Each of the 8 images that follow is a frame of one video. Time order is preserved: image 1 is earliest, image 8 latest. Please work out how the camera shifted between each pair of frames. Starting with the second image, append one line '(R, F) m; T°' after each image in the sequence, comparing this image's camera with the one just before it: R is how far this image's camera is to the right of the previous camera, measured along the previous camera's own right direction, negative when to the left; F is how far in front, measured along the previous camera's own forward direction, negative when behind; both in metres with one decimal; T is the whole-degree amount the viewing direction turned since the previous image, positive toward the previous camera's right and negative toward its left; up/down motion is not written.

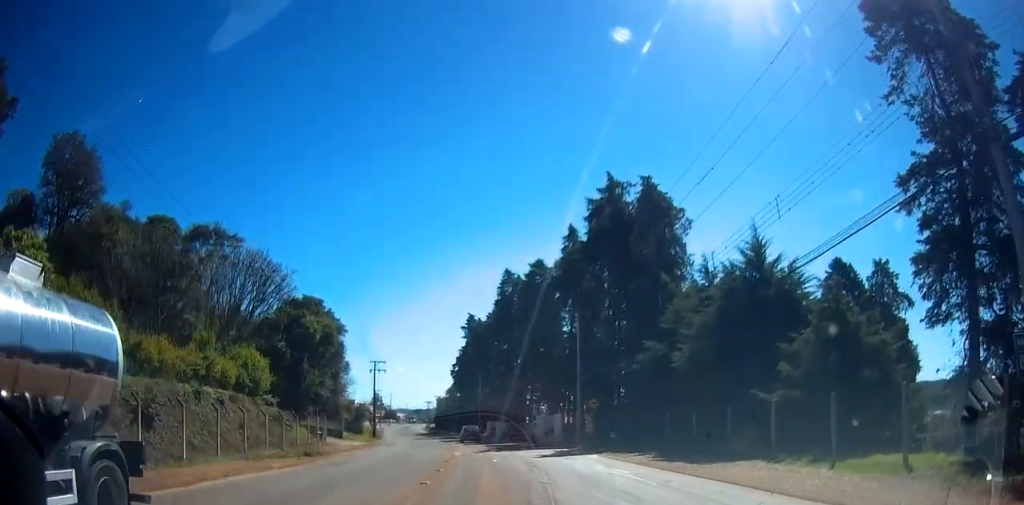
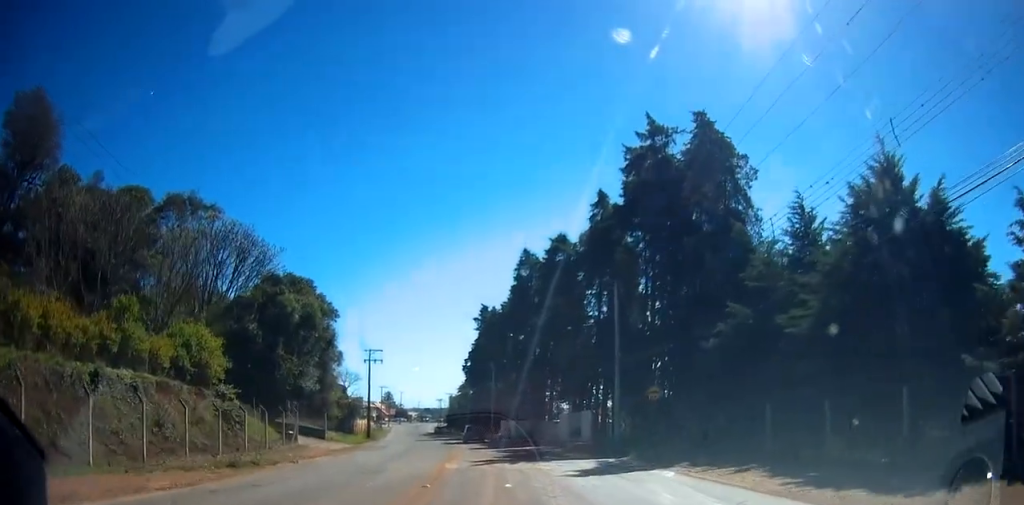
(-0.1, +11.6) m; 0°
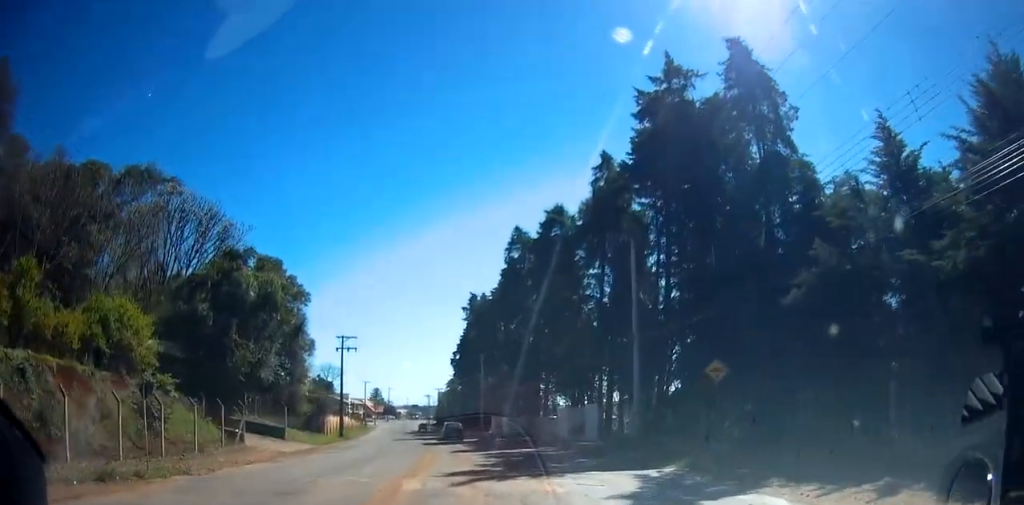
(0.0, +9.2) m; 0°
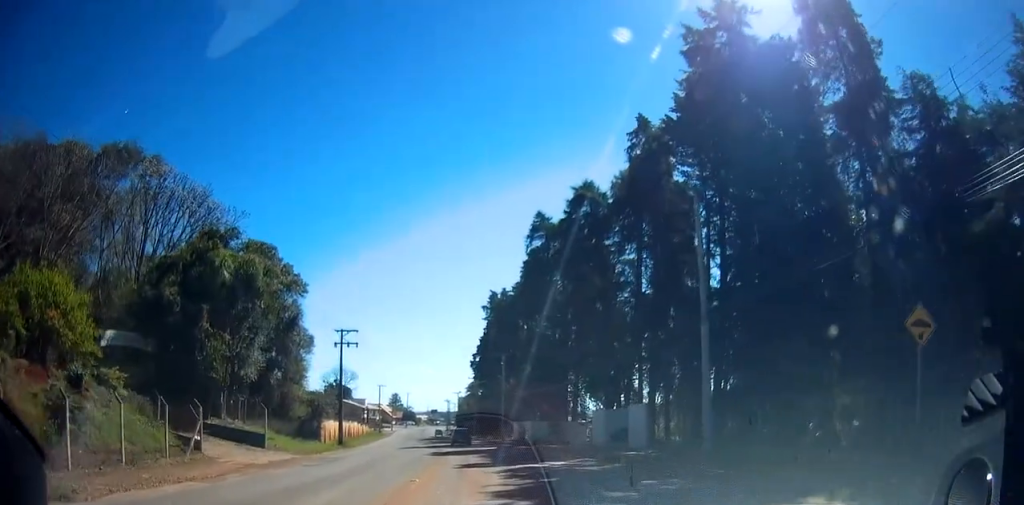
(0.0, +11.1) m; -1°
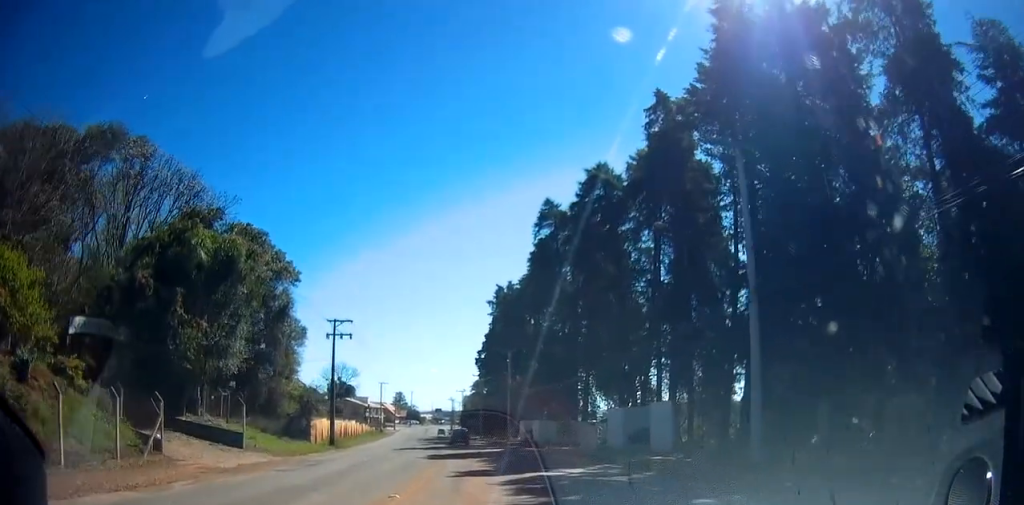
(0.0, +6.8) m; -1°
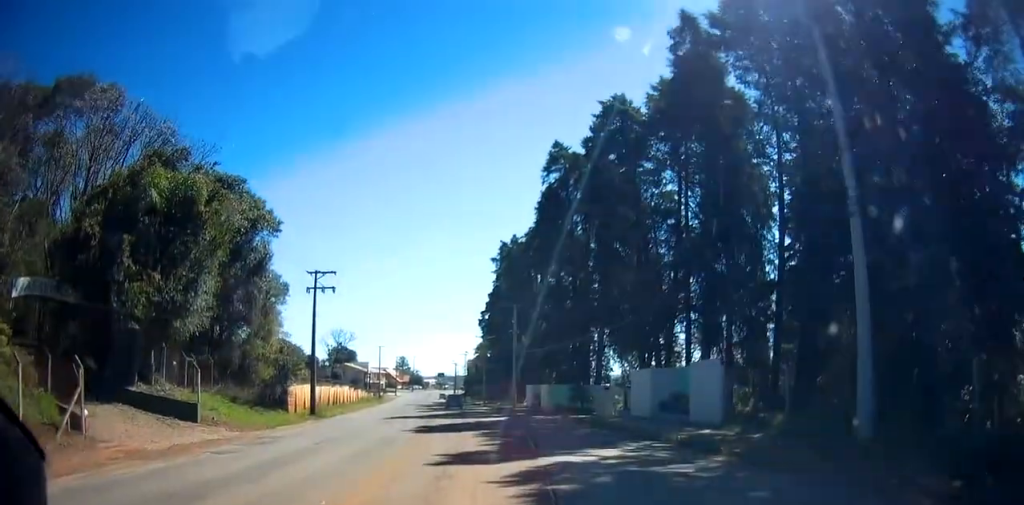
(-0.4, +8.4) m; -3°
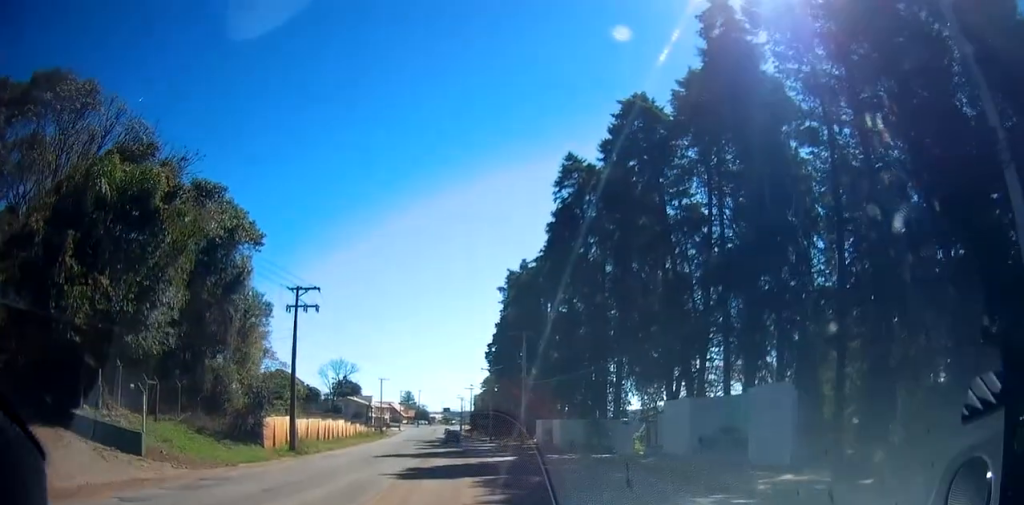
(0.0, +6.4) m; -1°
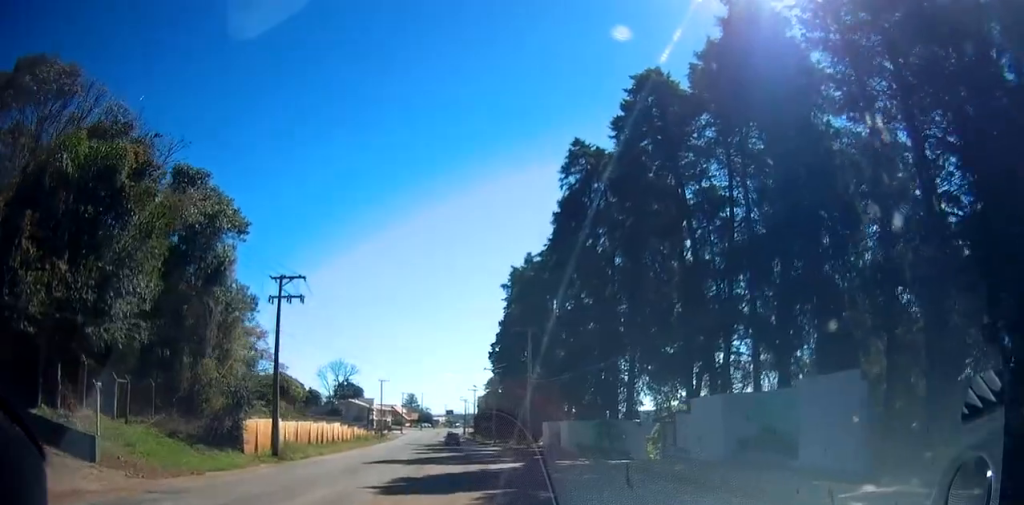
(0.0, +3.5) m; -1°
